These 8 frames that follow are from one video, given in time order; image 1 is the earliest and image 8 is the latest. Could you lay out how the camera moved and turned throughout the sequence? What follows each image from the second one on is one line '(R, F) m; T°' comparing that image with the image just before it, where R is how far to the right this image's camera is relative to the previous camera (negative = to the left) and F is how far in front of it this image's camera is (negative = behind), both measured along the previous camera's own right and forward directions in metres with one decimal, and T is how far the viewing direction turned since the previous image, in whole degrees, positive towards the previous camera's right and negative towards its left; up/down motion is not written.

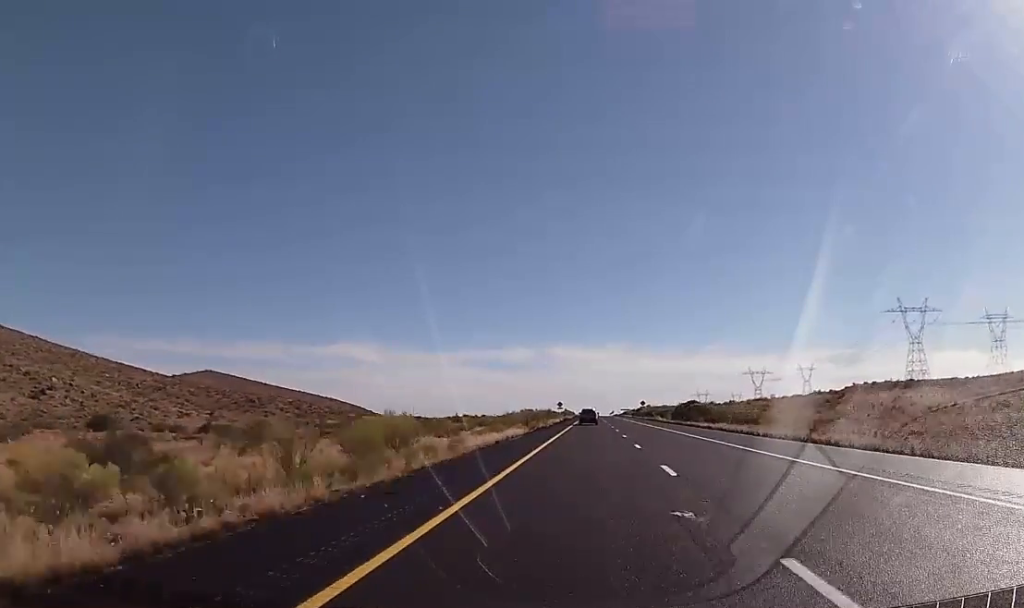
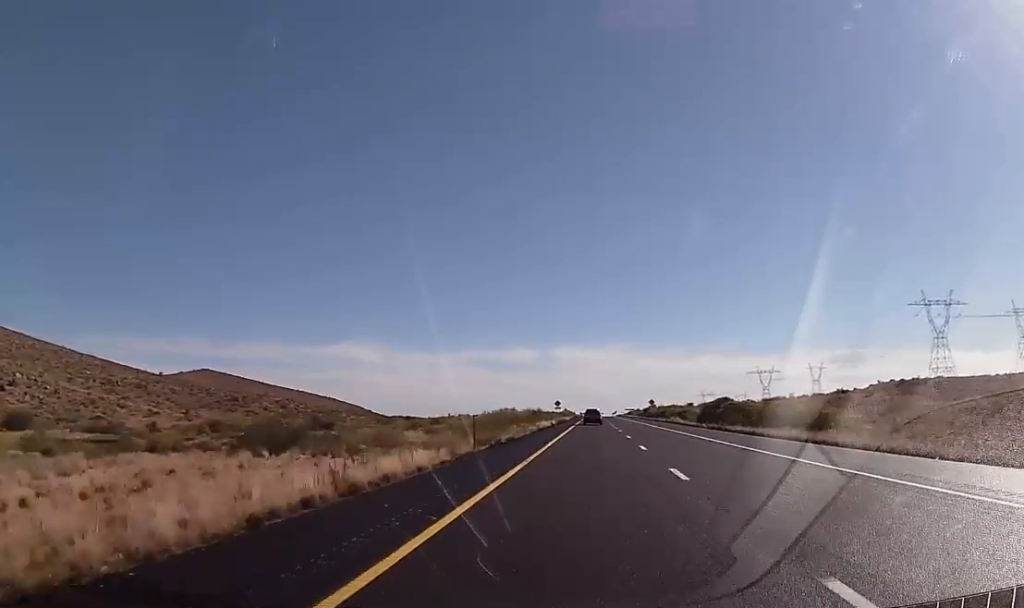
(0.0, +25.3) m; 0°
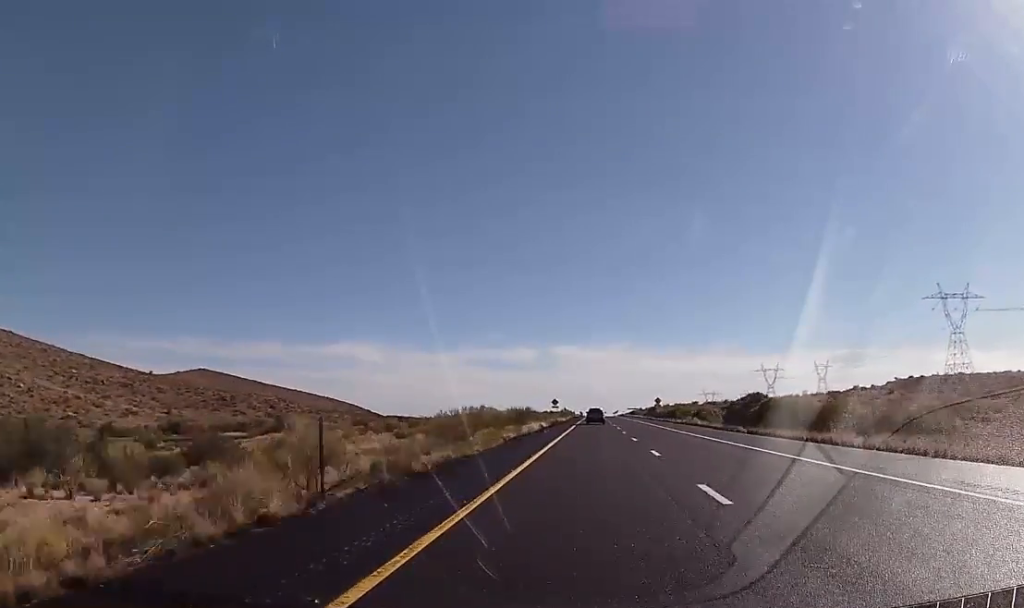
(-0.1, +16.4) m; 0°
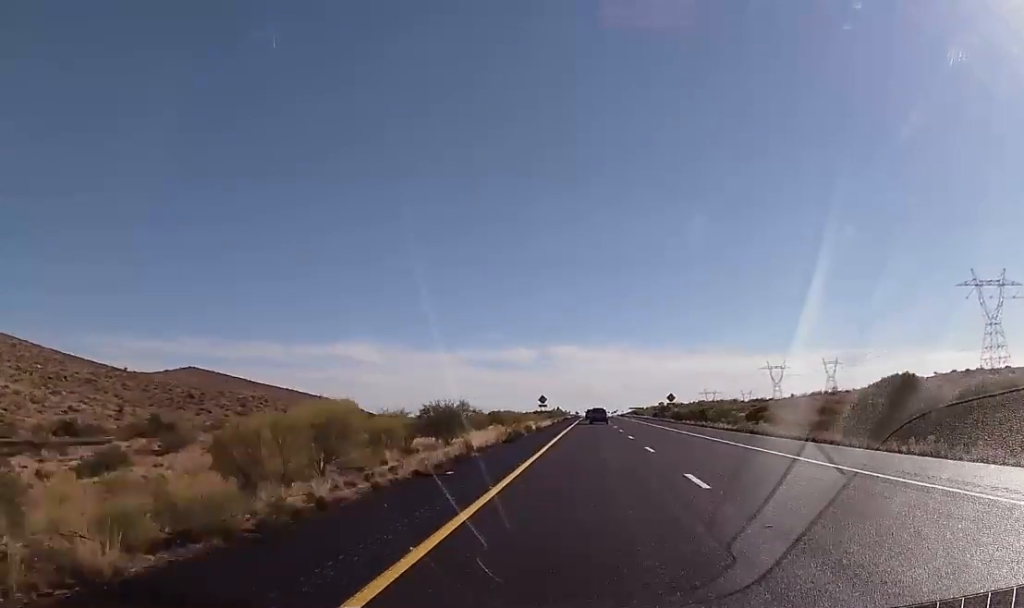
(+0.2, +34.1) m; +1°
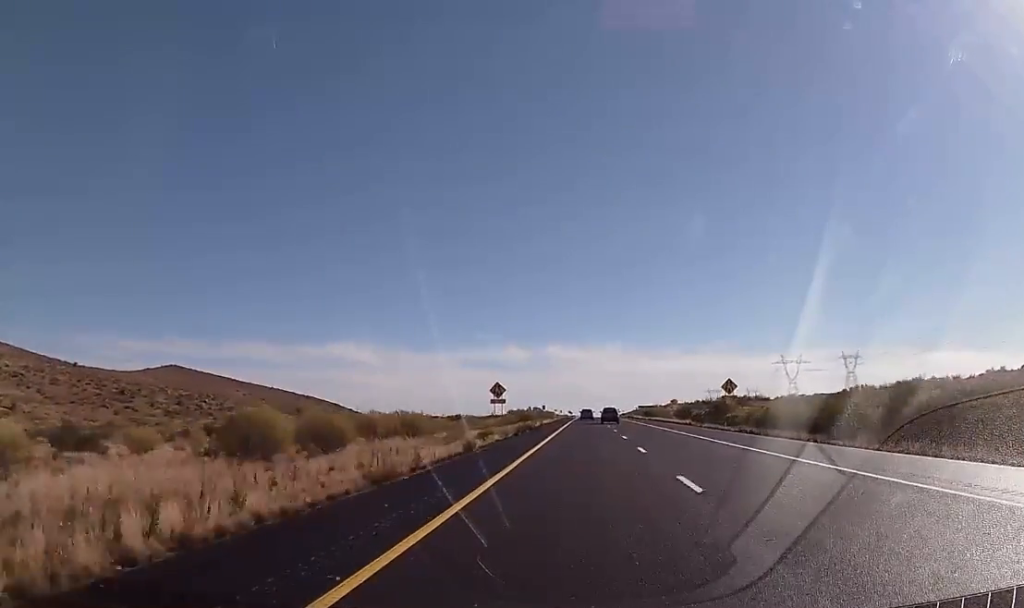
(0.0, +61.9) m; 0°
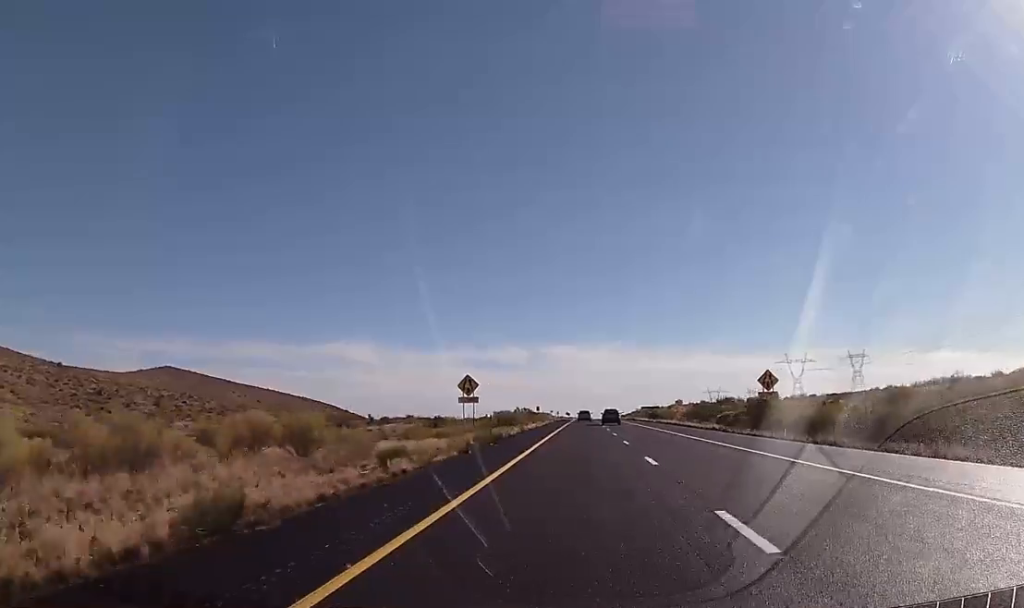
(-0.2, +17.7) m; 0°
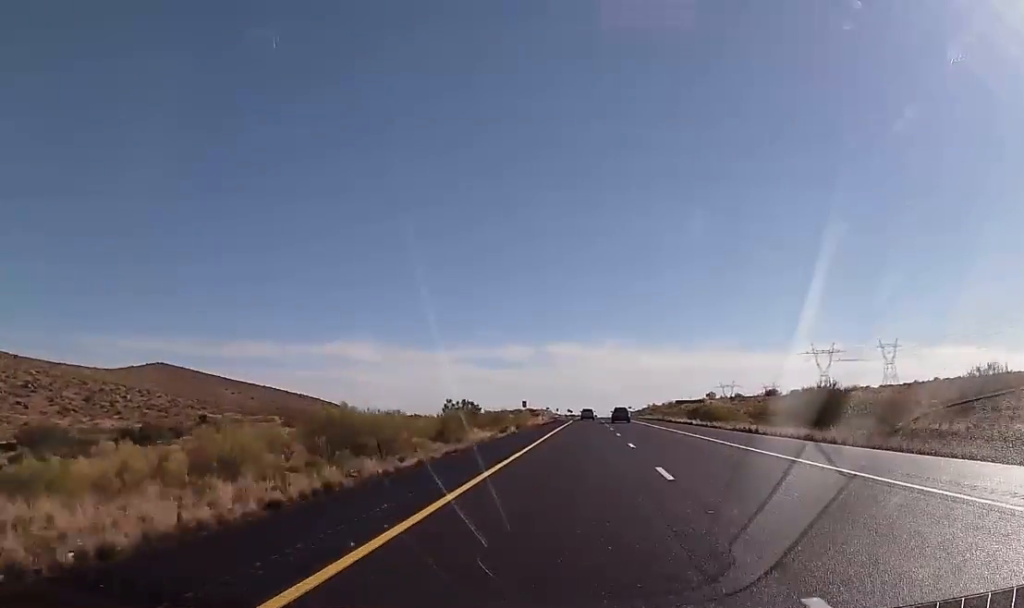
(+0.3, +53.7) m; 0°
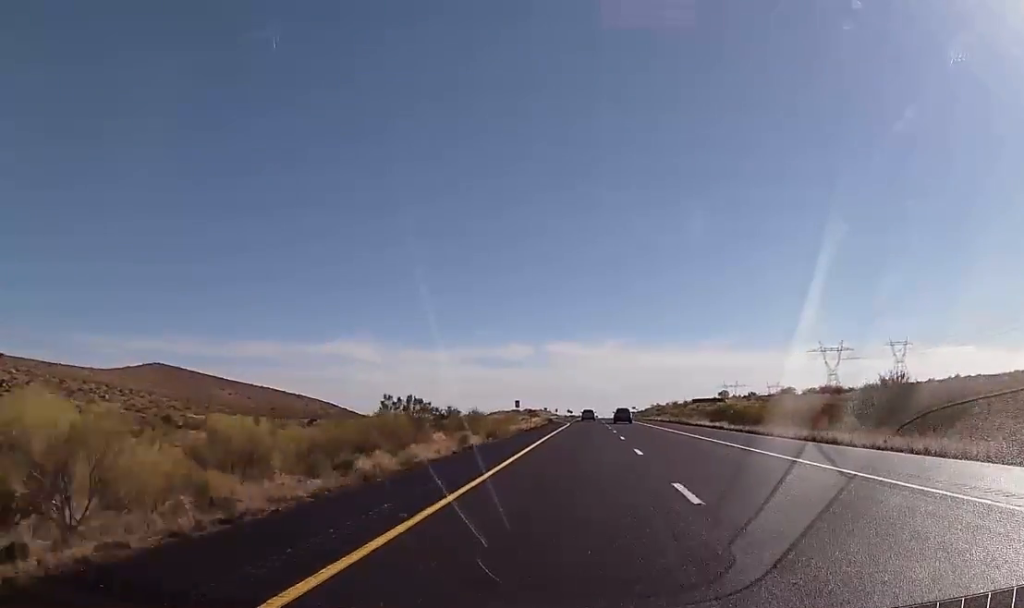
(0.0, +15.9) m; -1°
